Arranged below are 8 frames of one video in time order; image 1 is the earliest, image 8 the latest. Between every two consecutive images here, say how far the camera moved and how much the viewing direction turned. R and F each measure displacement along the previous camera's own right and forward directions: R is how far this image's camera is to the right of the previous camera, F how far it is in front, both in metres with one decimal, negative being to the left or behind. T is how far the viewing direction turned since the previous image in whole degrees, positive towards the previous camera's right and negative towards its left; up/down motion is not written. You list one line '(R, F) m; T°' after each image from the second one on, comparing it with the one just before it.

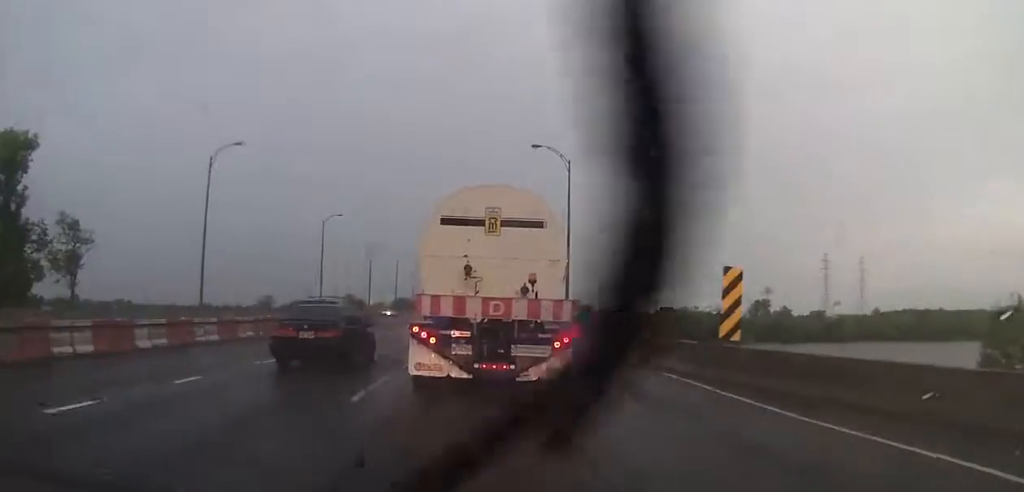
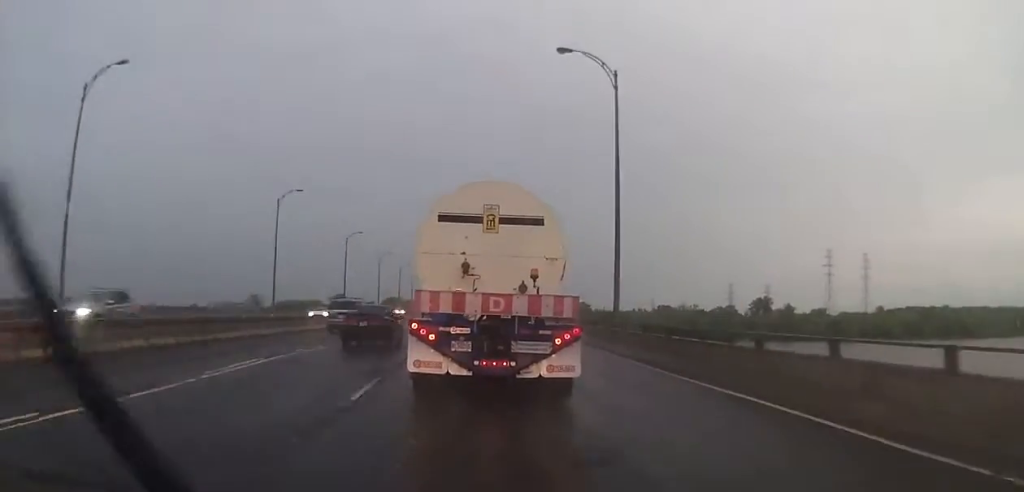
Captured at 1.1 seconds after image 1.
(+0.3, +18.0) m; +1°
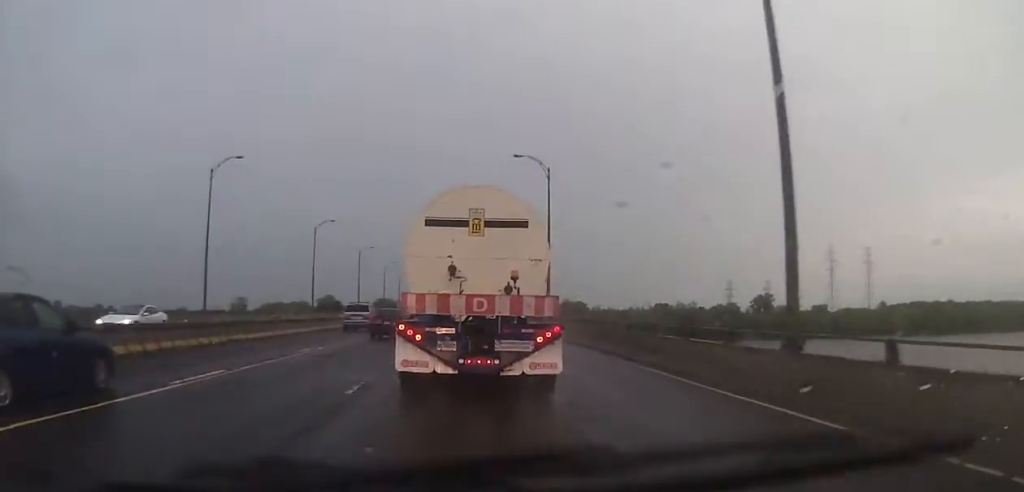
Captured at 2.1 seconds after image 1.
(0.0, +17.0) m; 0°
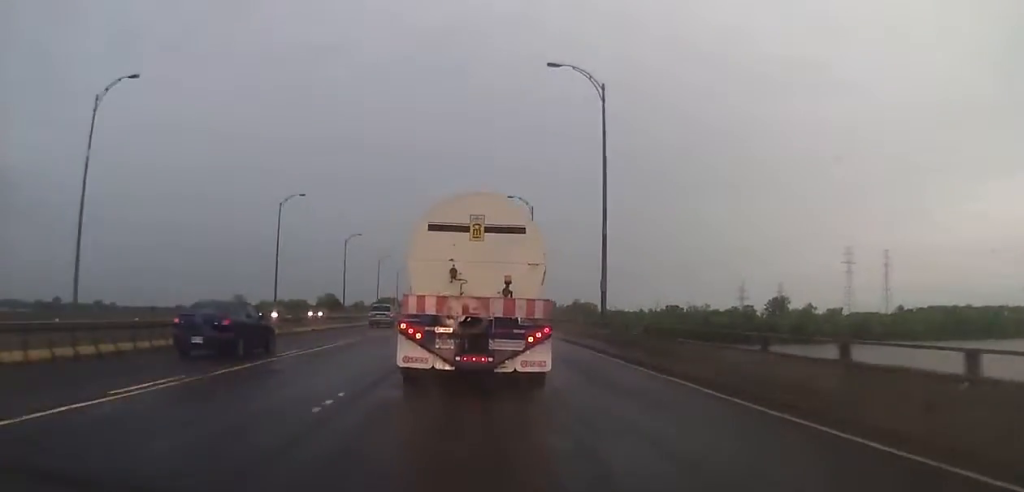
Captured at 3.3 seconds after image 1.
(0.0, +19.9) m; 0°
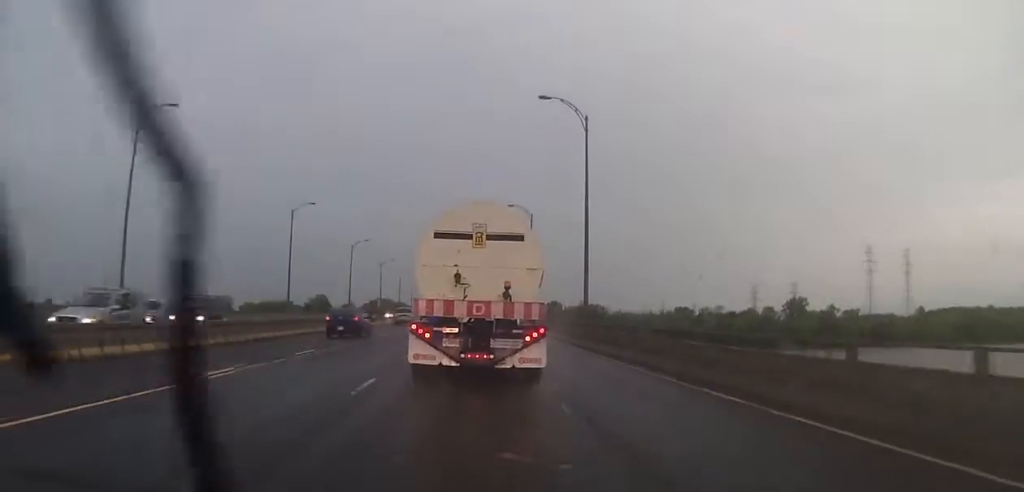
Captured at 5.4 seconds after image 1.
(-0.1, +33.3) m; +1°
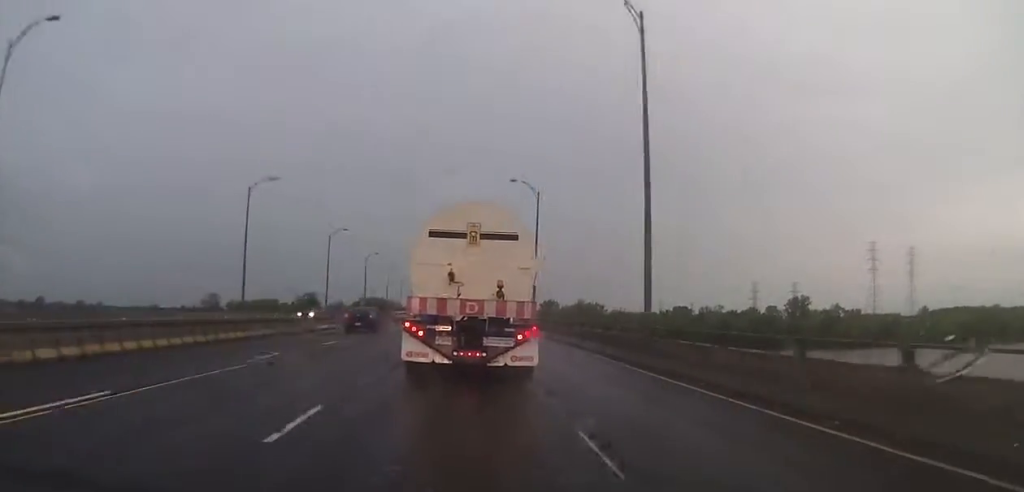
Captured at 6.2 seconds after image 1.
(+0.5, +13.7) m; 0°
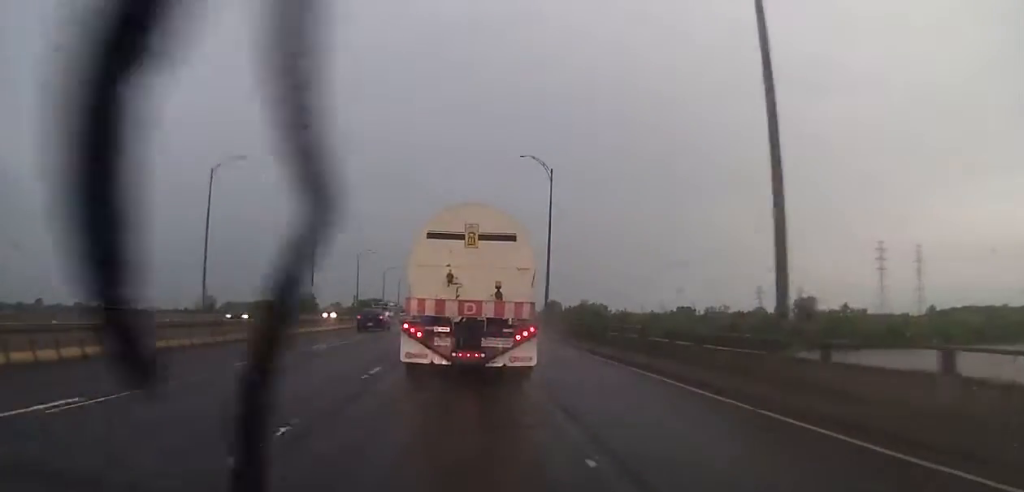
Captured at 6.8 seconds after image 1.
(-0.5, +10.0) m; -1°
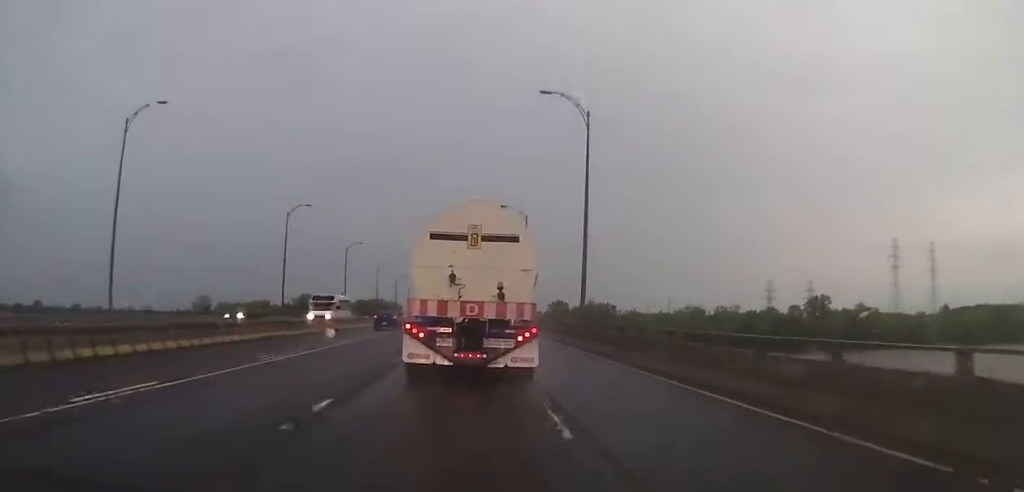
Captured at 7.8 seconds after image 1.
(0.0, +15.4) m; 0°
